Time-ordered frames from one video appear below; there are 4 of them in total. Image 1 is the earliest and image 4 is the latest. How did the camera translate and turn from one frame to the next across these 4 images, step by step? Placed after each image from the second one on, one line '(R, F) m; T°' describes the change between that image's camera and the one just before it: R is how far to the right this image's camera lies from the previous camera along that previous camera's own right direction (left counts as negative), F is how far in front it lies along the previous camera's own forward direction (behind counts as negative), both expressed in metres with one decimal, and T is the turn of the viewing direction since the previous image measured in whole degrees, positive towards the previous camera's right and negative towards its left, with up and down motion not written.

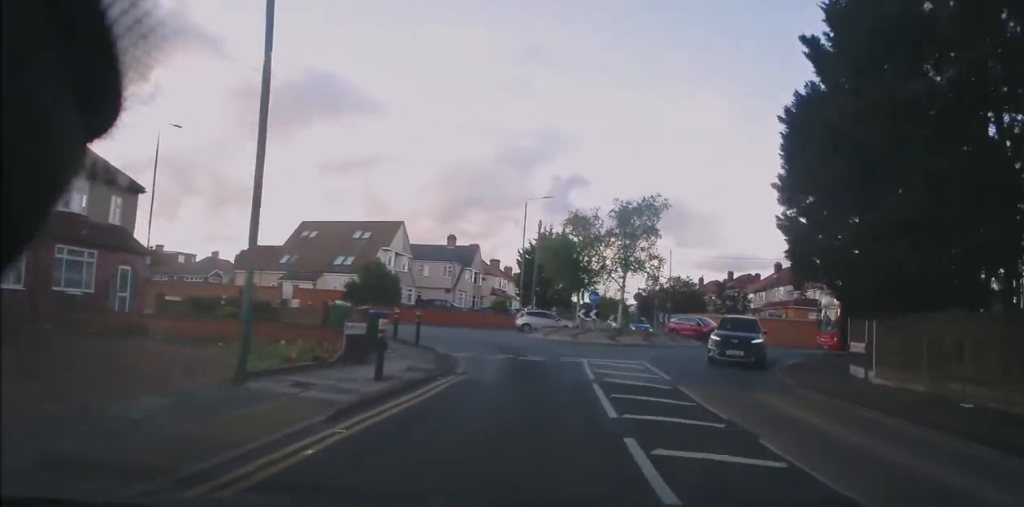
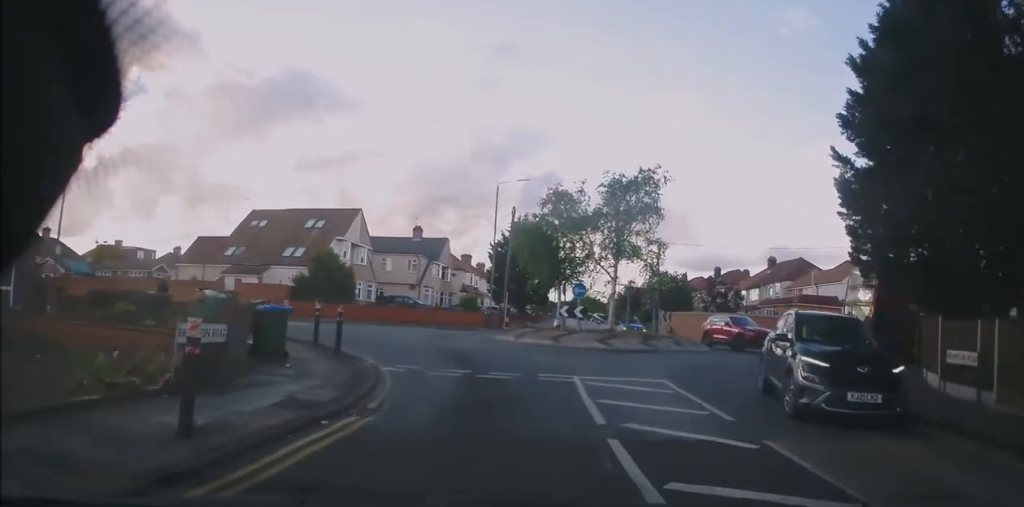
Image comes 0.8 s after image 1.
(+0.3, +5.4) m; +2°
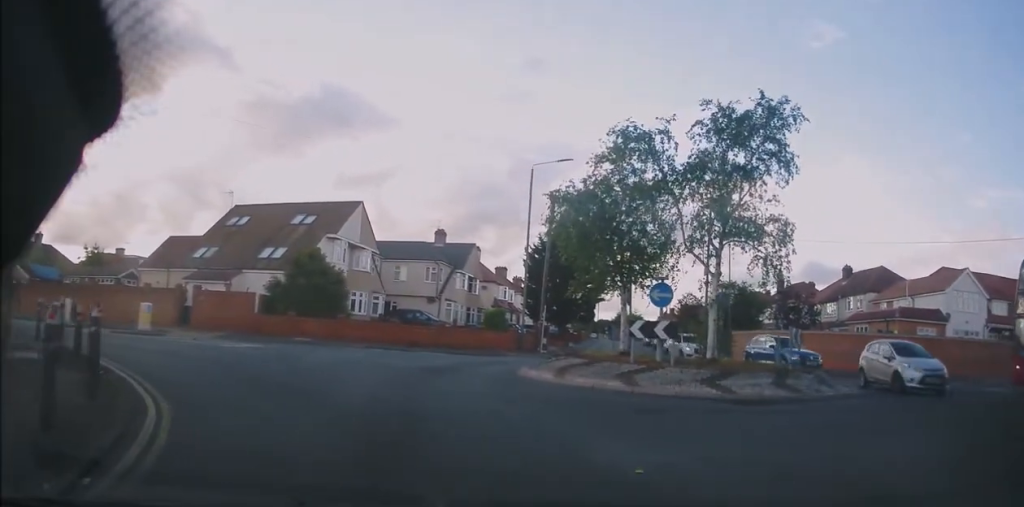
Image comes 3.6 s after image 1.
(-0.2, +9.2) m; +6°
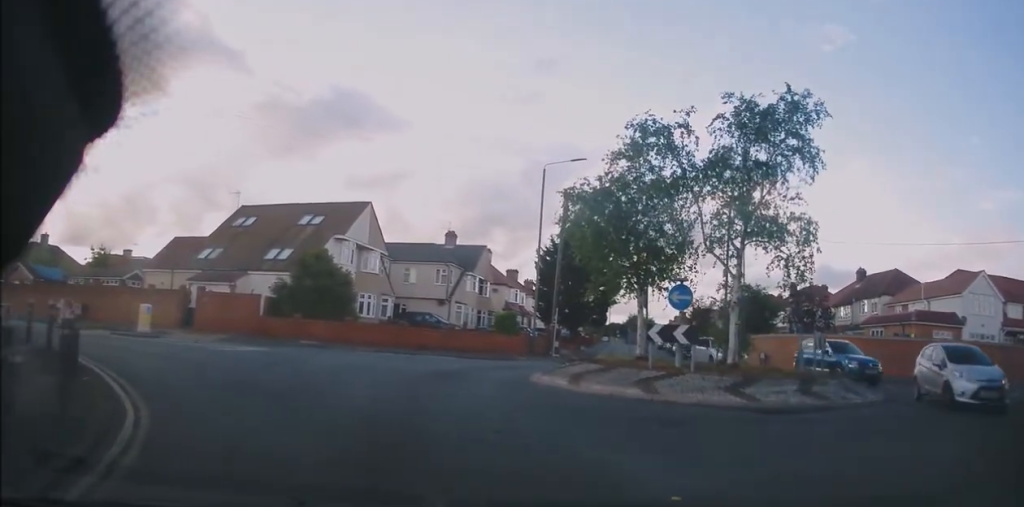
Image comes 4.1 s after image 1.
(0.0, +0.9) m; -3°
